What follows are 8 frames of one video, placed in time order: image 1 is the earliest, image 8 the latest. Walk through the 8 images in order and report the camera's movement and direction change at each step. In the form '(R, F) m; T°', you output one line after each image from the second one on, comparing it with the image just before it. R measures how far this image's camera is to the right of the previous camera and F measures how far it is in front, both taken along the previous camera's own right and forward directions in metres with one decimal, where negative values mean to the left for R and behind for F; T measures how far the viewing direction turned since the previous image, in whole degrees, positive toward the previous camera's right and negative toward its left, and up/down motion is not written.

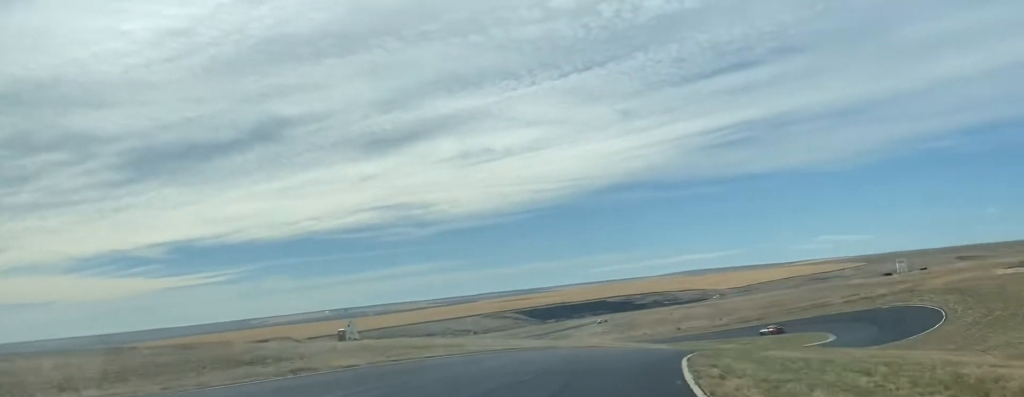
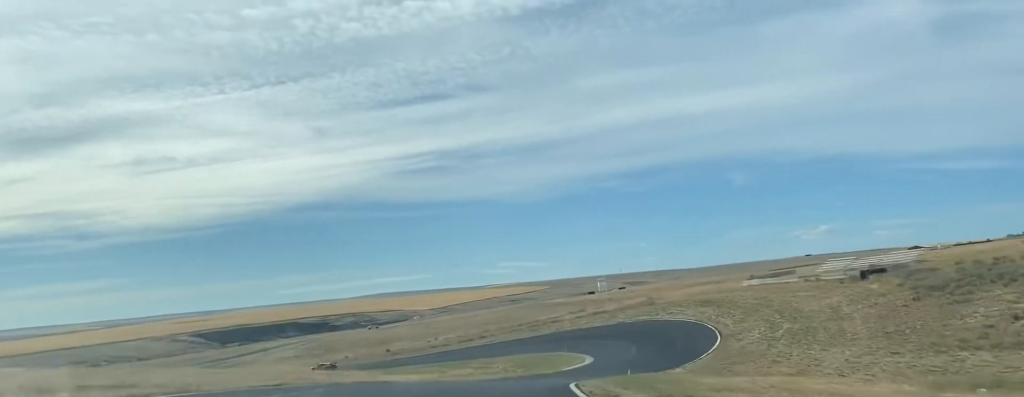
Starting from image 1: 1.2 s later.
(+7.2, +32.1) m; +19°
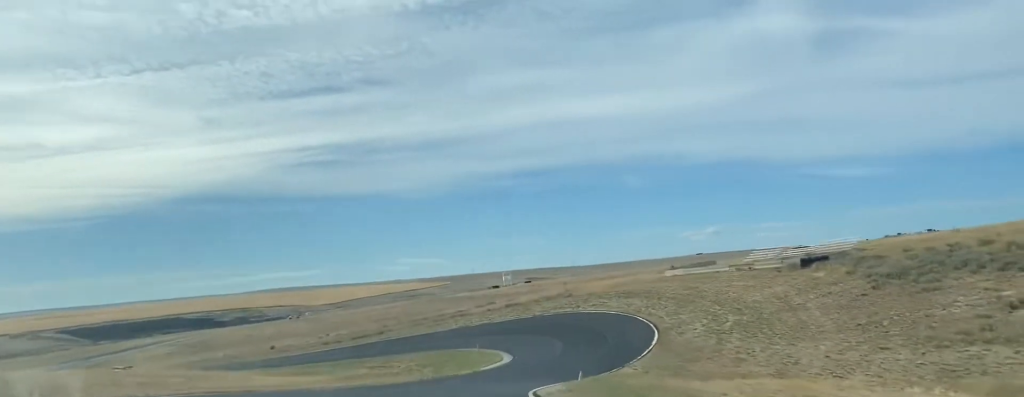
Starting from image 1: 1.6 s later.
(+0.5, +13.0) m; +5°
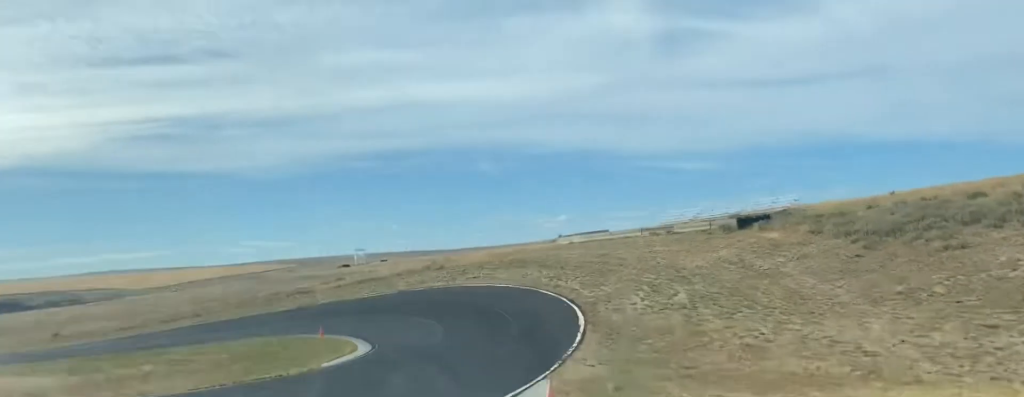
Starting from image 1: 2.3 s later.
(+1.4, +20.8) m; +5°
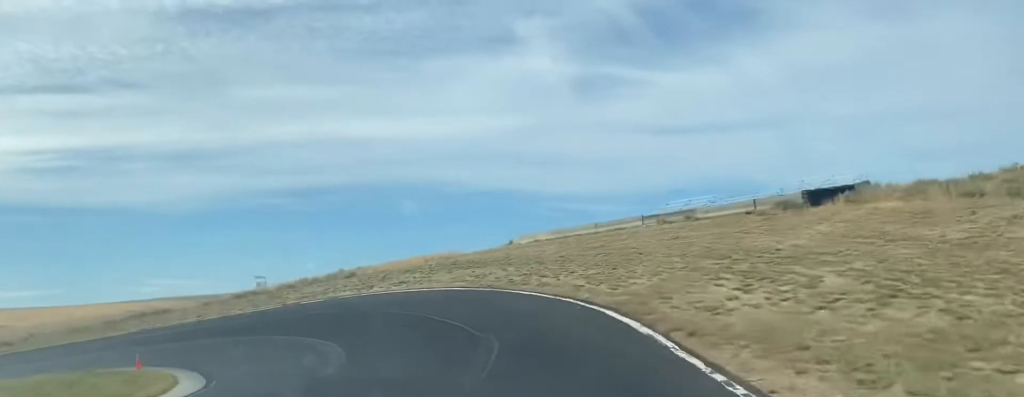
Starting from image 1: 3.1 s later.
(+1.0, +22.8) m; 0°
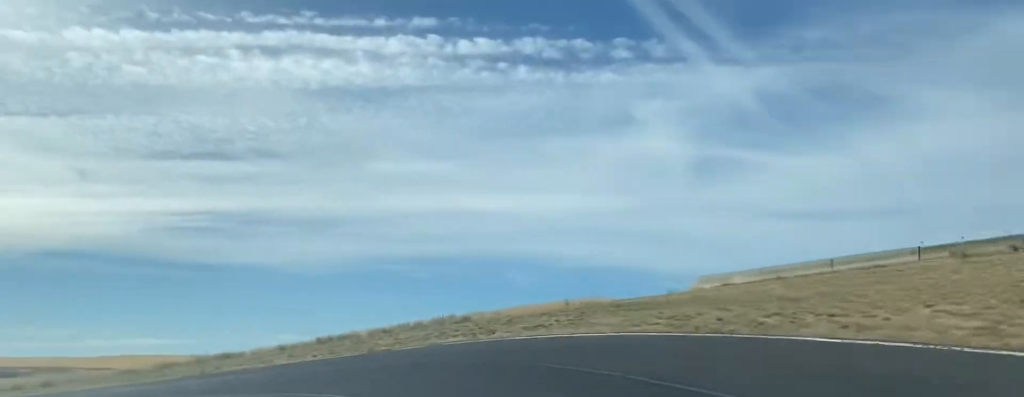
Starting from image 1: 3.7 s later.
(+1.5, +18.5) m; -4°
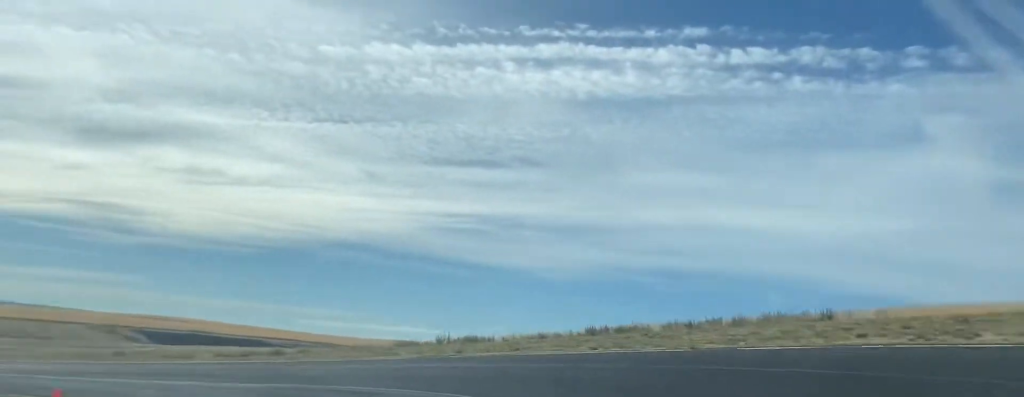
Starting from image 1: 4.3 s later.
(-2.6, +17.1) m; -21°
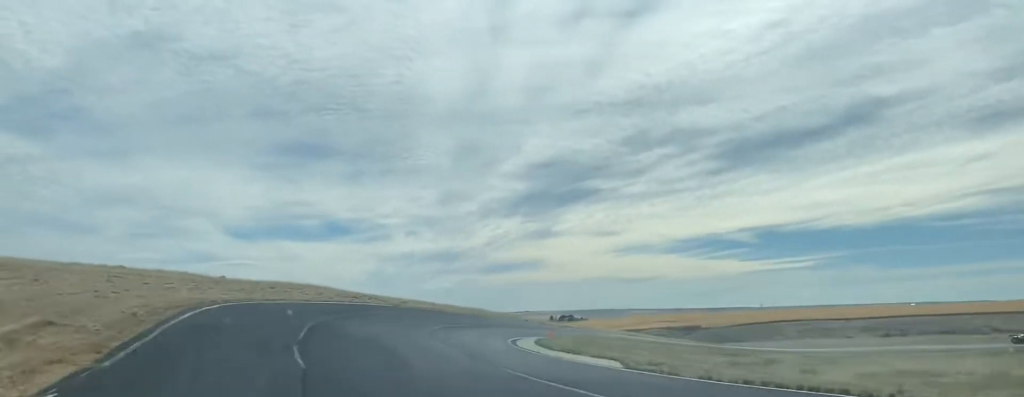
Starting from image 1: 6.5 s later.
(-36.5, +41.5) m; -64°
